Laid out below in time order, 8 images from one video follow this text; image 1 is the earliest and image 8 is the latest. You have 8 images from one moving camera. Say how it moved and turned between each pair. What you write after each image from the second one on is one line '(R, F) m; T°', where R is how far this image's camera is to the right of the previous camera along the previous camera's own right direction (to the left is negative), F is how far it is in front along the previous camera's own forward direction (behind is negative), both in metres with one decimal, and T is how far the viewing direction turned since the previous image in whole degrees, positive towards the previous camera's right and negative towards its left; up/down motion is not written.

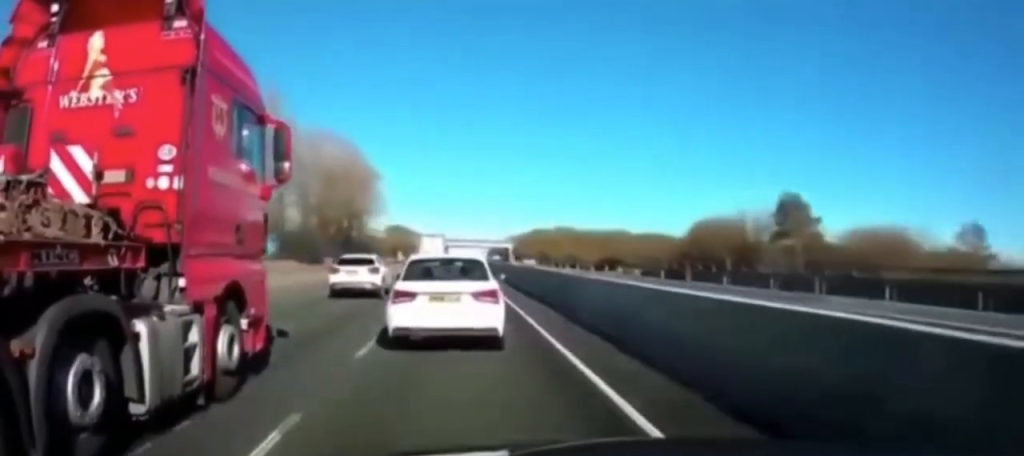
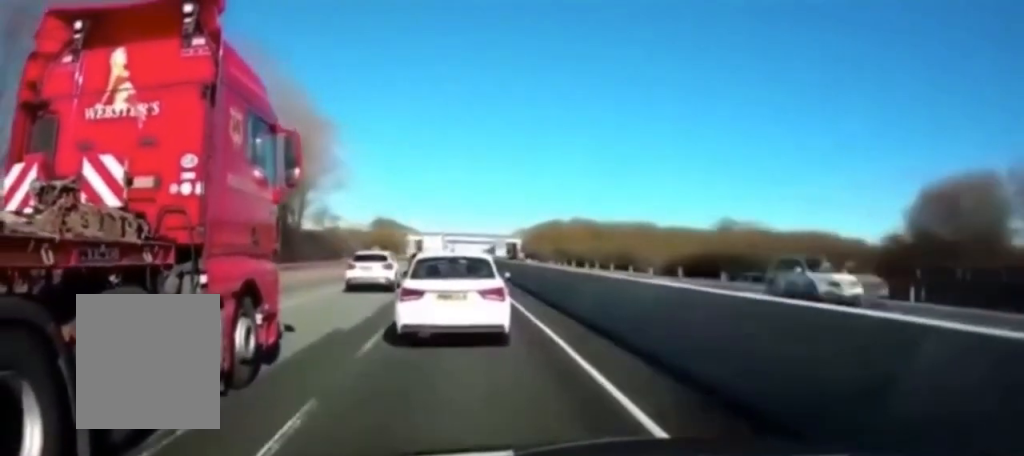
(0.0, +41.6) m; 0°
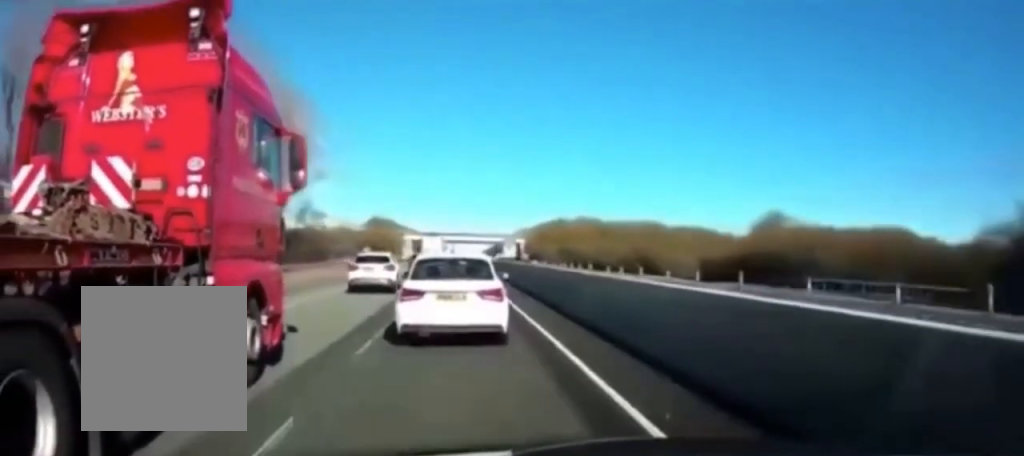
(+0.1, +10.9) m; 0°
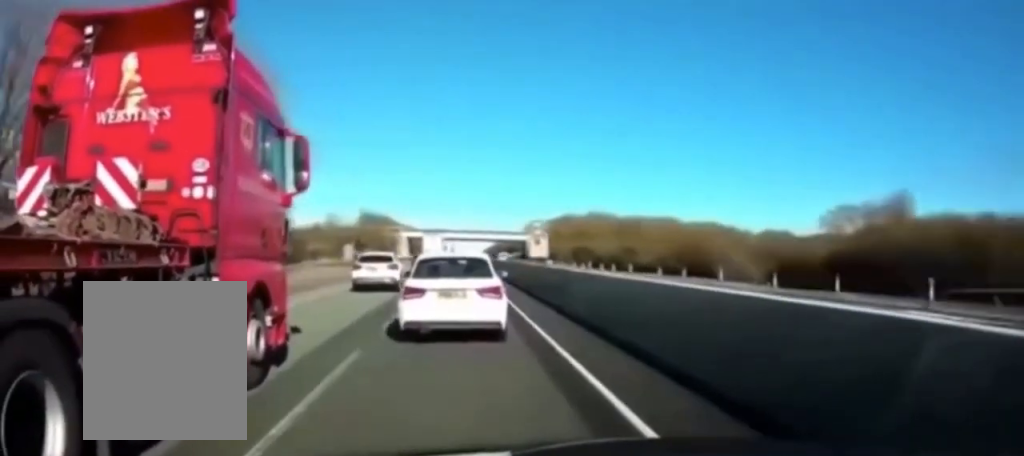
(-0.2, +16.4) m; 0°
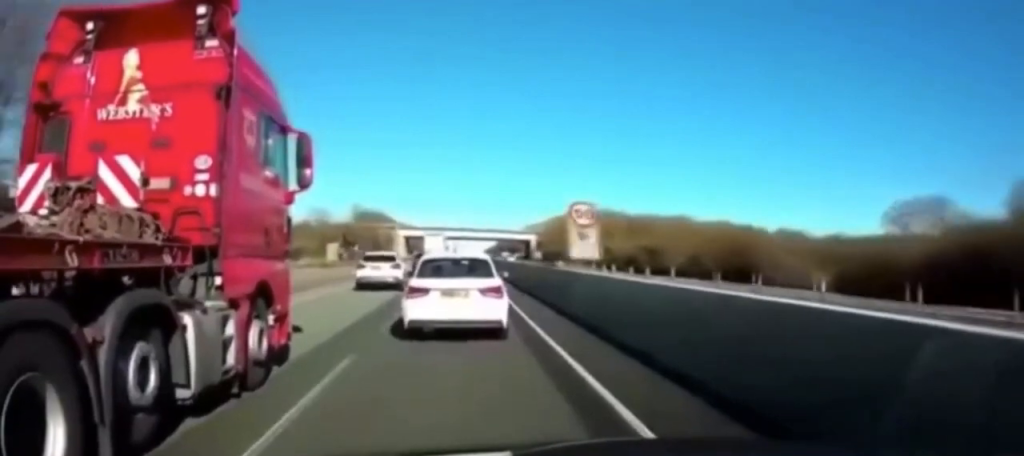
(0.0, +11.0) m; 0°
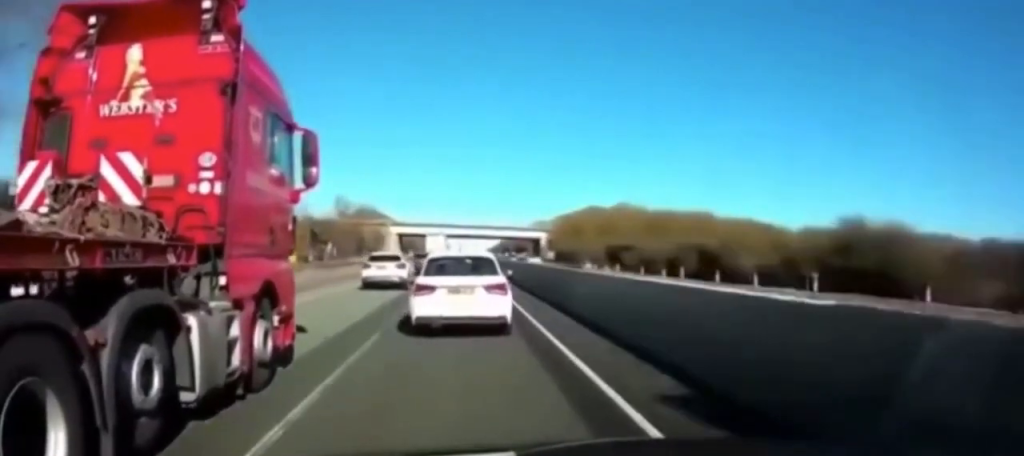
(+0.1, +17.9) m; 0°
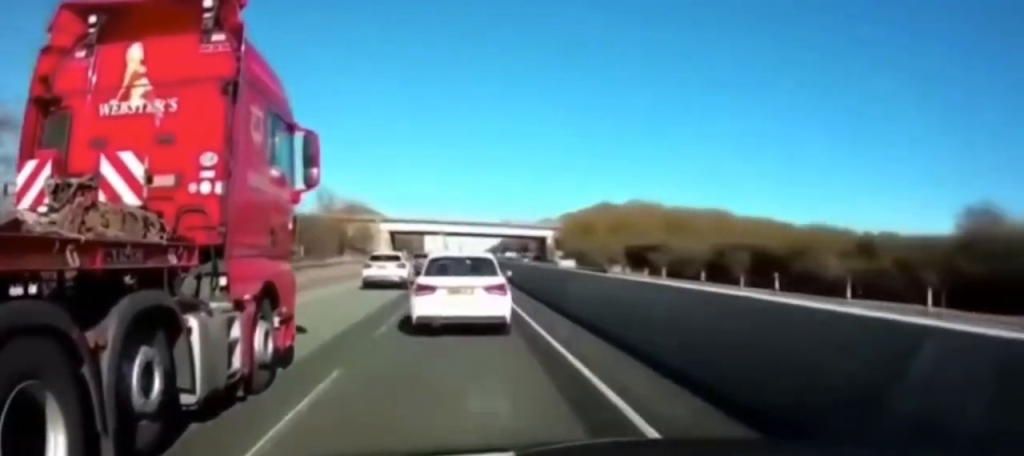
(0.0, +14.0) m; 0°
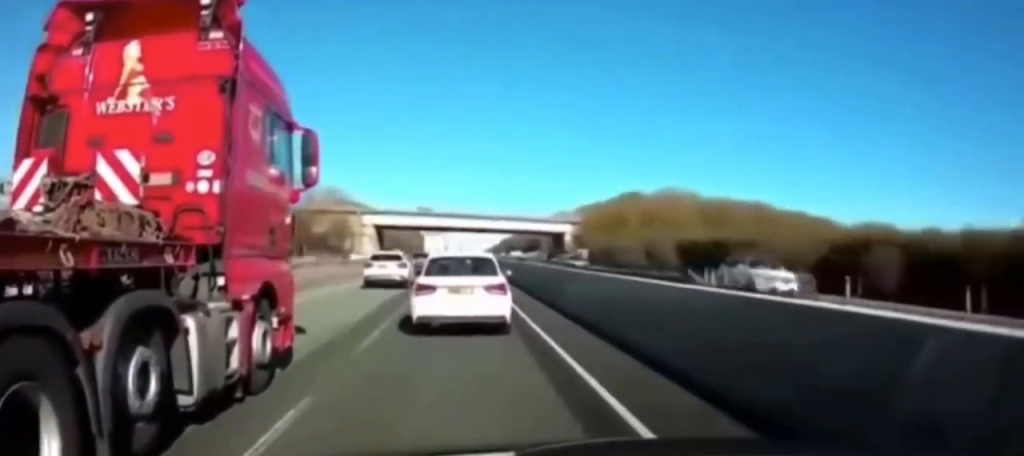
(-0.2, +22.0) m; 0°
